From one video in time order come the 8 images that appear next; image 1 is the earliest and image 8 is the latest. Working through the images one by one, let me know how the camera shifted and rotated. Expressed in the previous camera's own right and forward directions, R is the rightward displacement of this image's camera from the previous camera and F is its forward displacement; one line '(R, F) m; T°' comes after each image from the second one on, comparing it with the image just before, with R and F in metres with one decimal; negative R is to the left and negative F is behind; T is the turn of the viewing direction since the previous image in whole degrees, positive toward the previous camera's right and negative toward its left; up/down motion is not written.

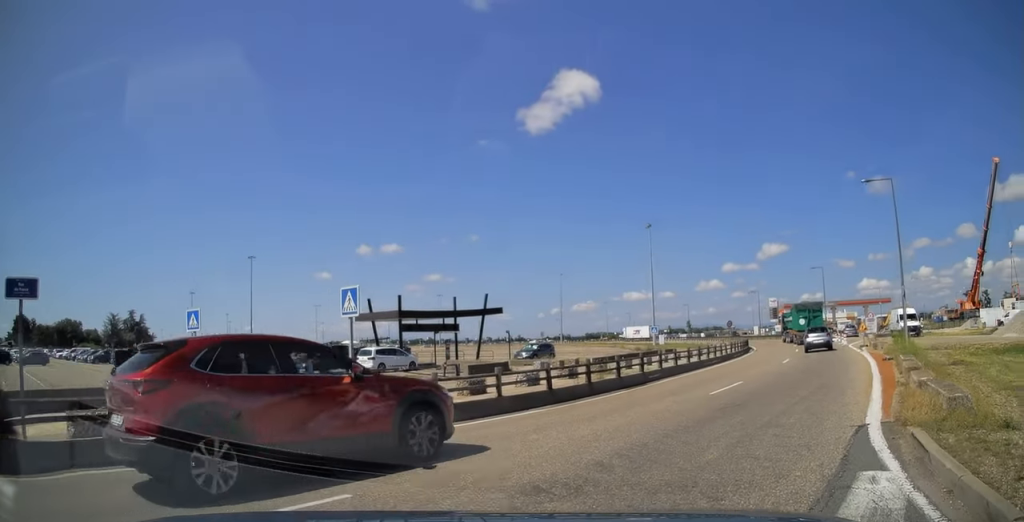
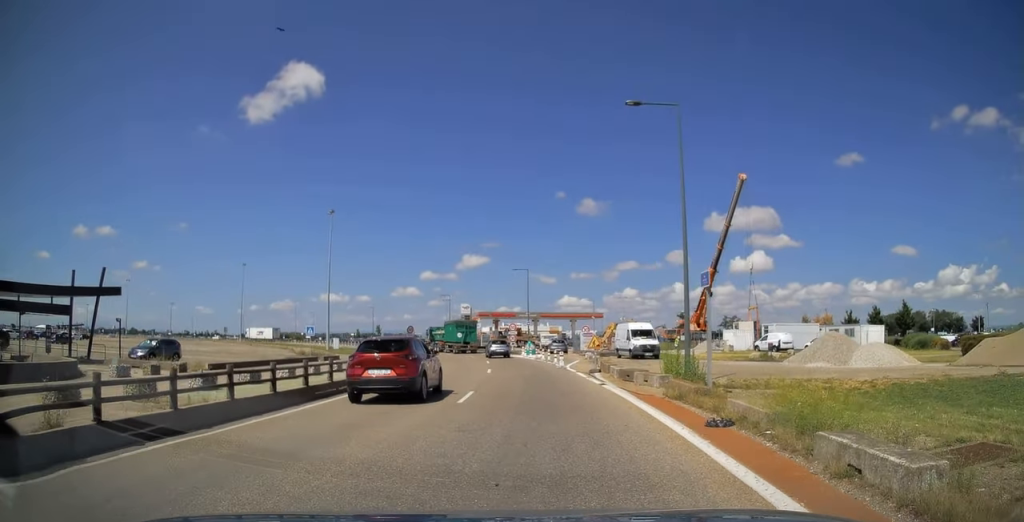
(+8.7, +11.6) m; +50°
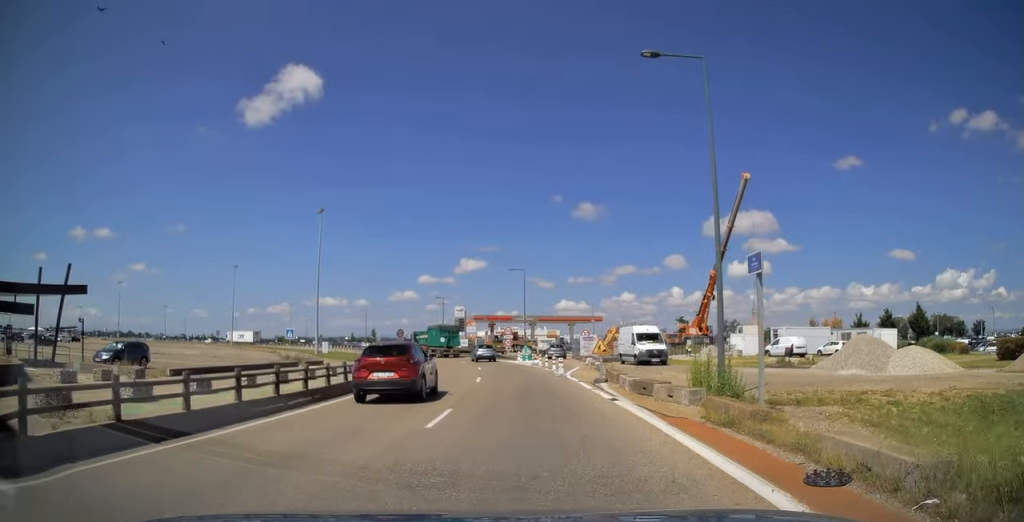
(+0.1, +3.7) m; +1°
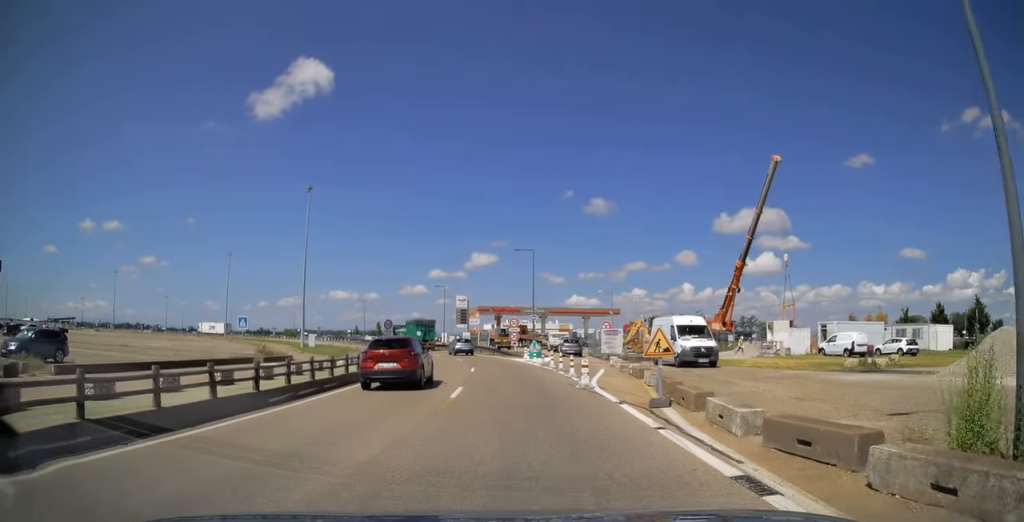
(0.0, +9.0) m; -1°
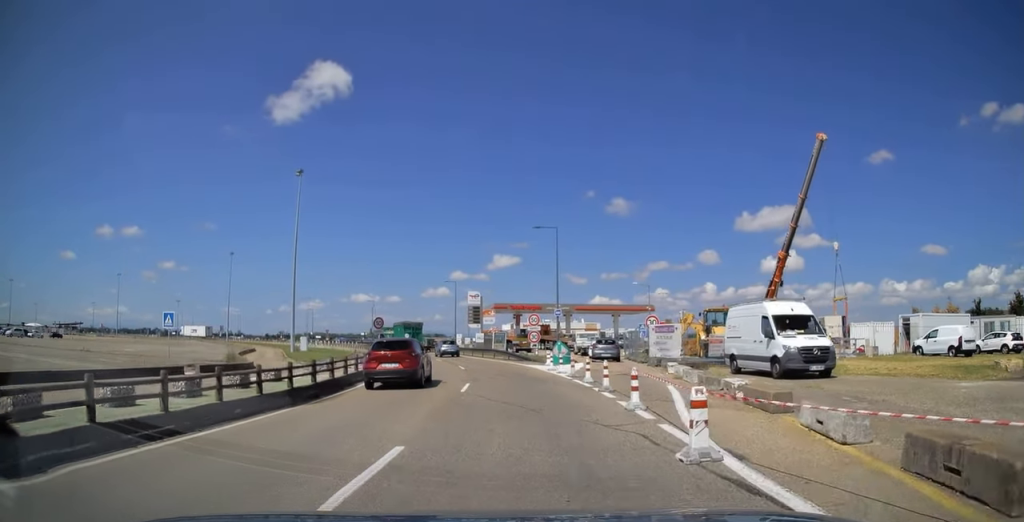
(-0.1, +9.9) m; 0°
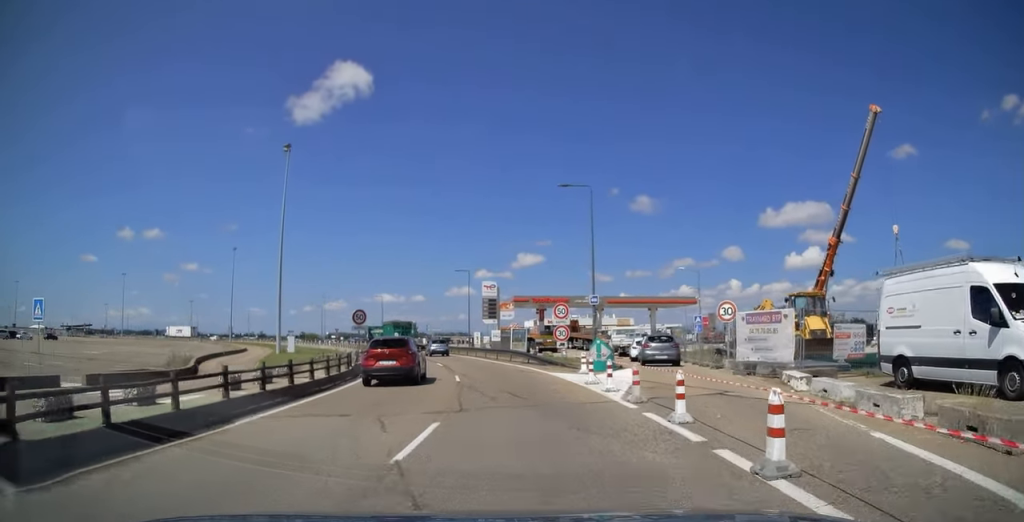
(+0.1, +9.8) m; -2°
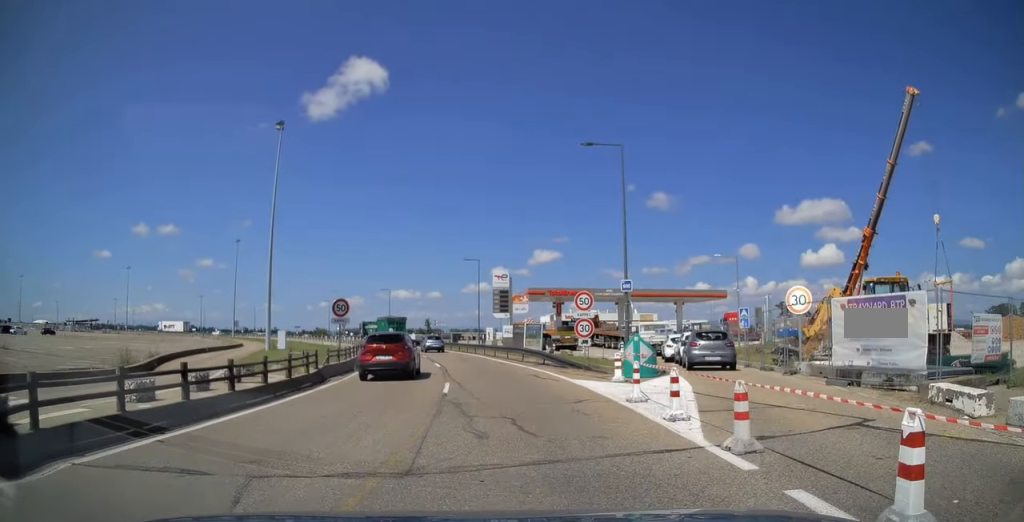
(0.0, +5.8) m; -3°
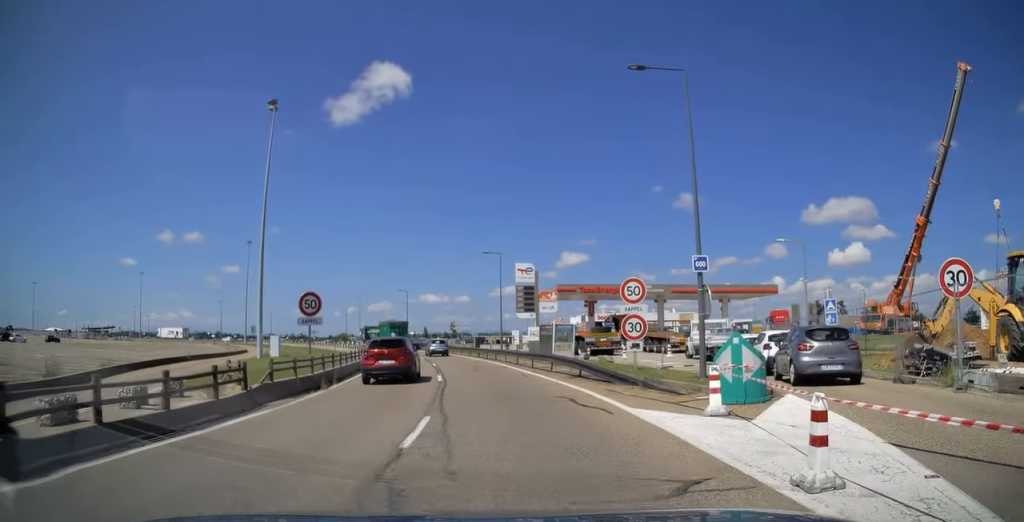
(-0.3, +7.1) m; -2°
